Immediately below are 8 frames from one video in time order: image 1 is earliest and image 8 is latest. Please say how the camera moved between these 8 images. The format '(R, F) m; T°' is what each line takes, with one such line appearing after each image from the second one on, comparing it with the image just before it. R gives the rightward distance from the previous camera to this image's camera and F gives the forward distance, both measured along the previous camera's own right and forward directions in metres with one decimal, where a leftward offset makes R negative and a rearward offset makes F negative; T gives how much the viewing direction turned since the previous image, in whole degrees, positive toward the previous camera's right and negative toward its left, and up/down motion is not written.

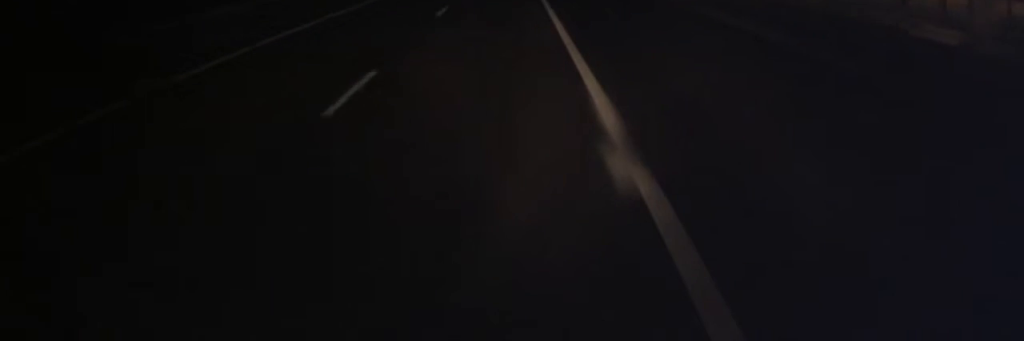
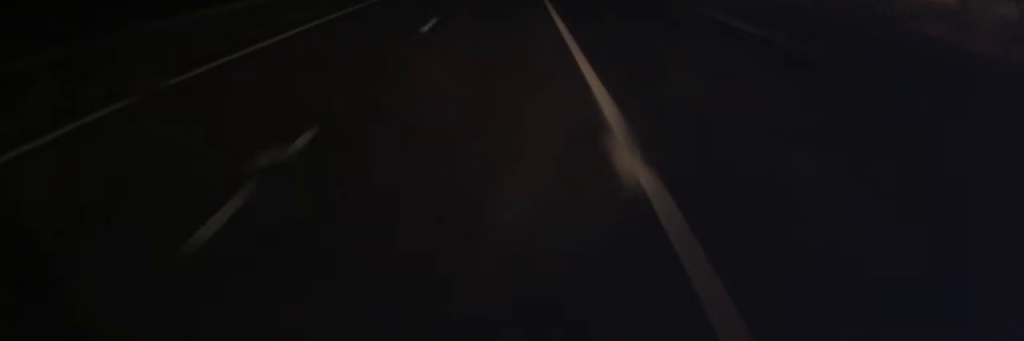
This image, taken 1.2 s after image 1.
(+0.2, +26.1) m; 0°
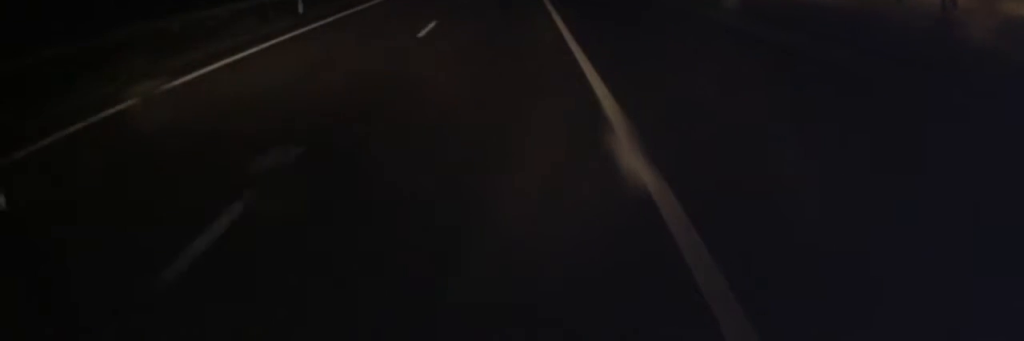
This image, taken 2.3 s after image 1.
(-0.4, +23.8) m; 0°
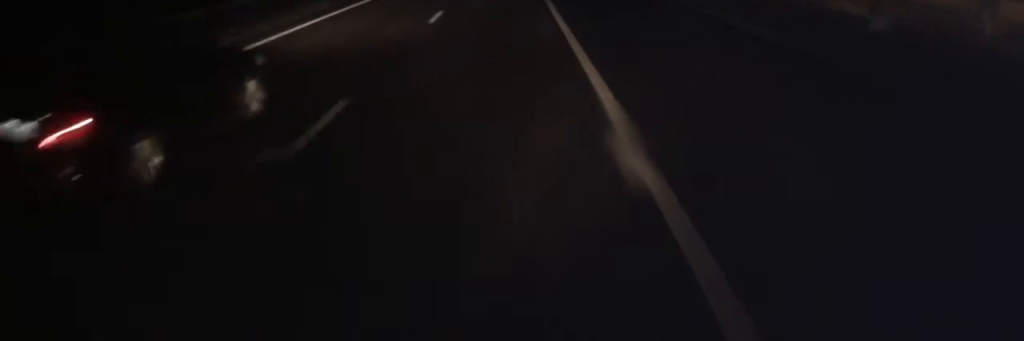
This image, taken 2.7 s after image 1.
(+0.2, +9.8) m; 0°
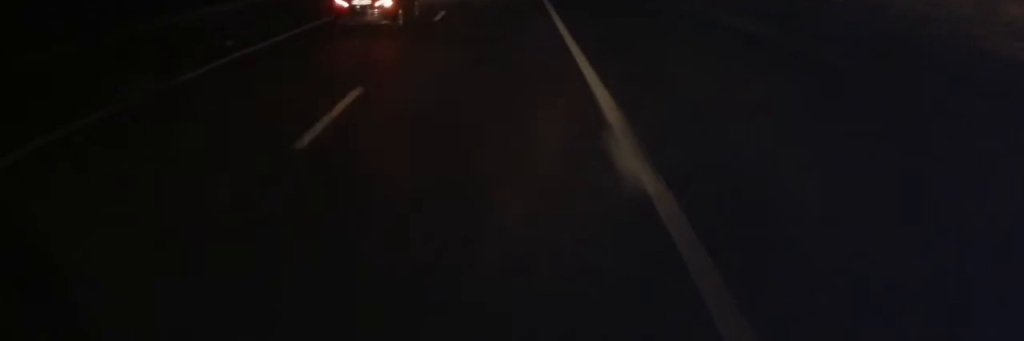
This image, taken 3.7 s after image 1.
(0.0, +22.7) m; -1°
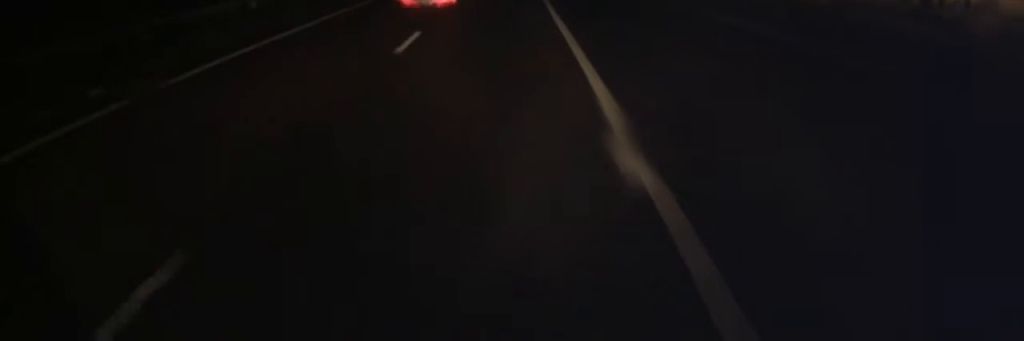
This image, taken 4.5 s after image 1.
(-0.1, +17.5) m; 0°
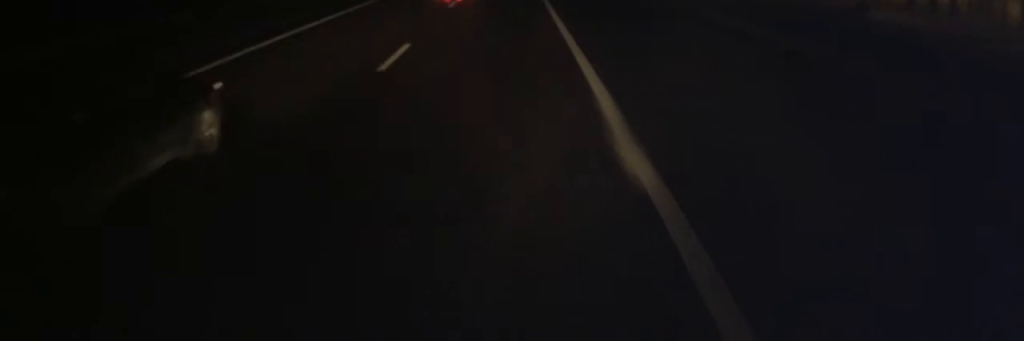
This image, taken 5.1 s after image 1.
(-0.2, +13.8) m; 0°
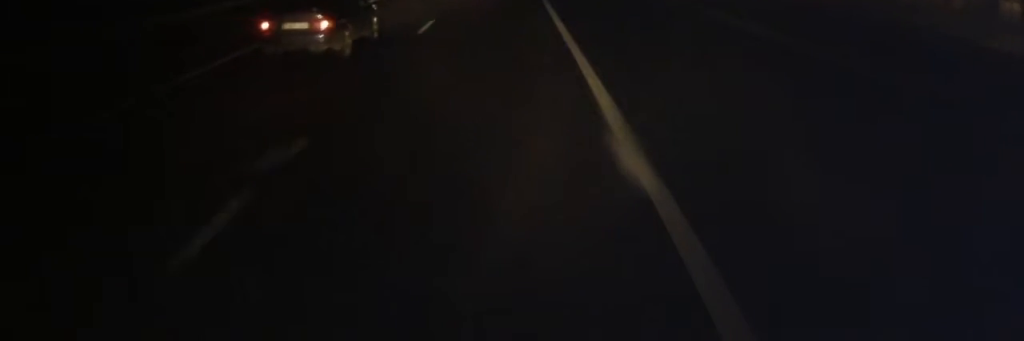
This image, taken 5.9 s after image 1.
(+0.4, +19.1) m; 0°
